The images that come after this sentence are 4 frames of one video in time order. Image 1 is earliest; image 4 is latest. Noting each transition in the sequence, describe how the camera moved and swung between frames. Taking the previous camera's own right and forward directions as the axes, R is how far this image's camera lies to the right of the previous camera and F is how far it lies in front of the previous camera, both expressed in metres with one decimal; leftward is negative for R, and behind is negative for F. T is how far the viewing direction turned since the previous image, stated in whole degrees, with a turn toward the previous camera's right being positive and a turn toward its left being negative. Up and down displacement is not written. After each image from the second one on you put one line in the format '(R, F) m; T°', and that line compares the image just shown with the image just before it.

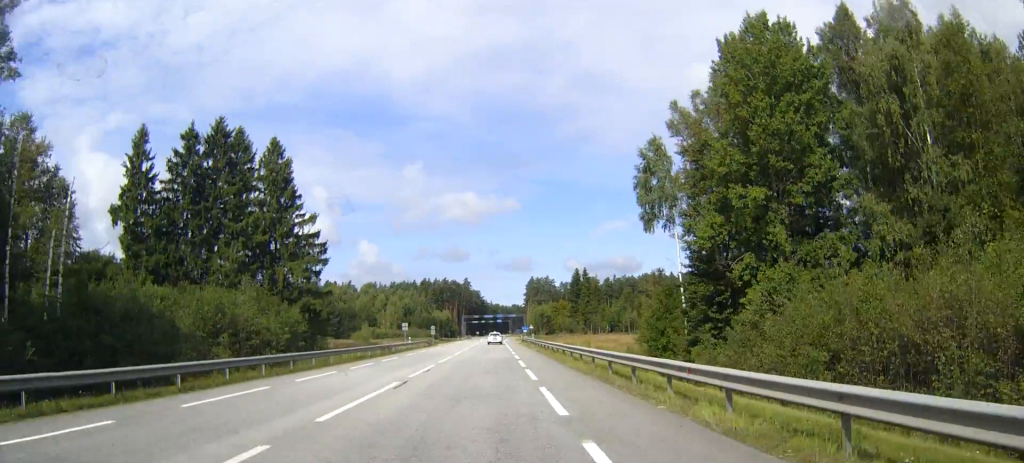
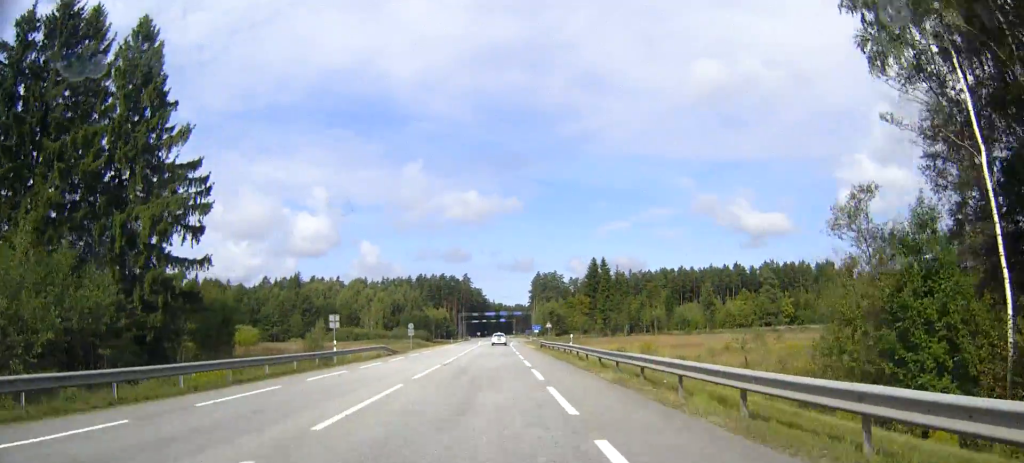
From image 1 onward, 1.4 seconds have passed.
(0.0, +33.9) m; 0°
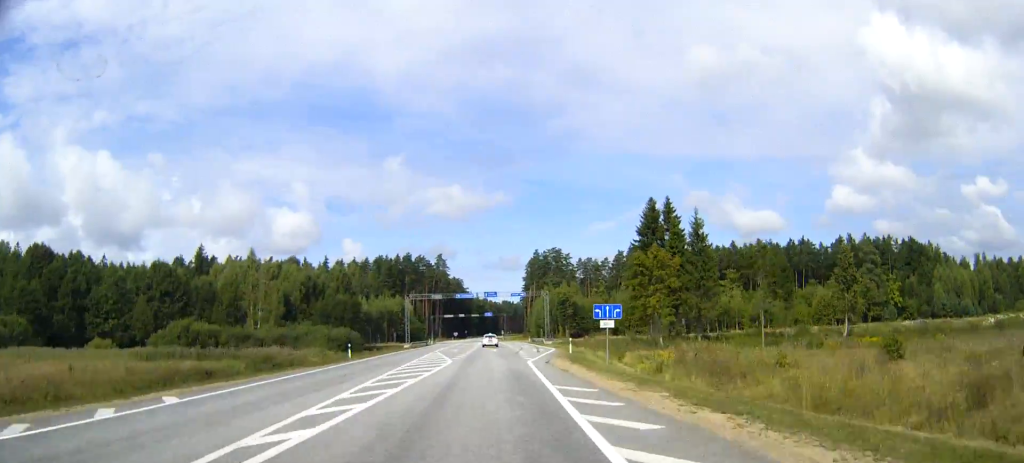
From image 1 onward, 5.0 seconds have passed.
(+0.6, +79.1) m; +1°
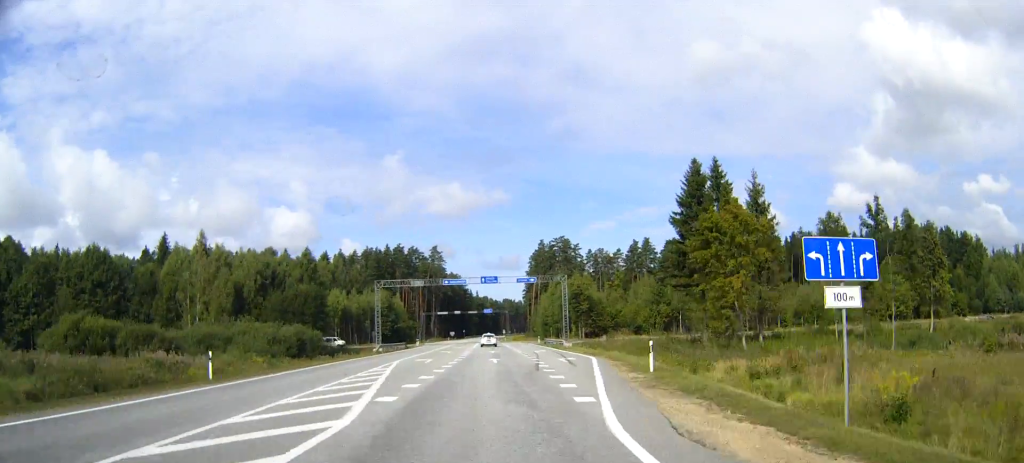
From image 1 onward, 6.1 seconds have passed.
(0.0, +22.3) m; 0°
